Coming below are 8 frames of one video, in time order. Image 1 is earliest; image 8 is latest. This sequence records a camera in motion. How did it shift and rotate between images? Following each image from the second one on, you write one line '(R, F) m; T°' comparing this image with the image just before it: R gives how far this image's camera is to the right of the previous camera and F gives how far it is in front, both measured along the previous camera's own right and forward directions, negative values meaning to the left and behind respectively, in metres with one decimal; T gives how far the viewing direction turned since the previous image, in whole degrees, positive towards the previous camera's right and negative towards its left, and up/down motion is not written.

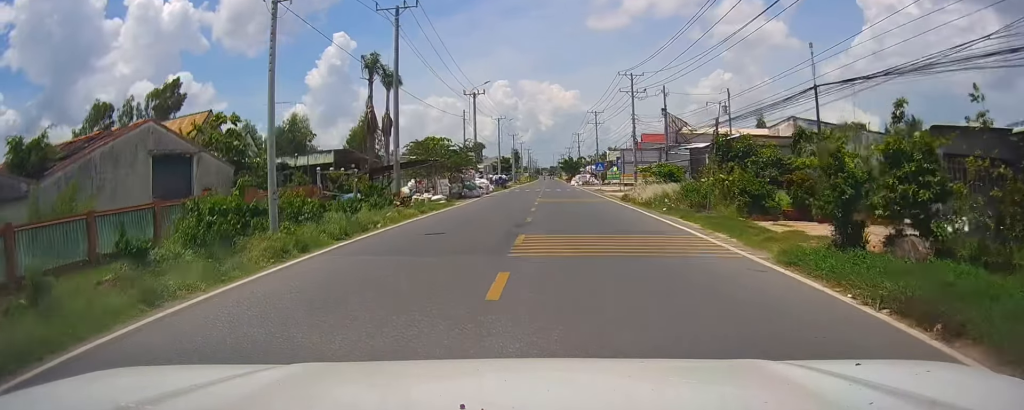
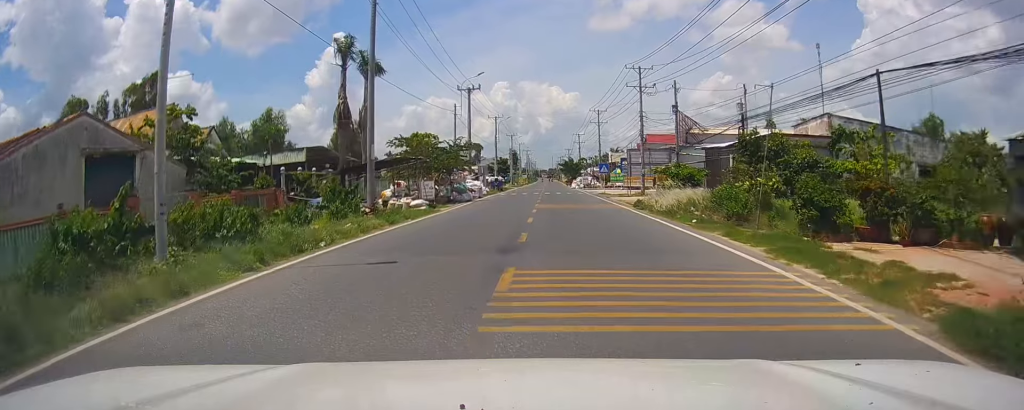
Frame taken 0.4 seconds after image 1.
(-0.1, +5.1) m; -1°
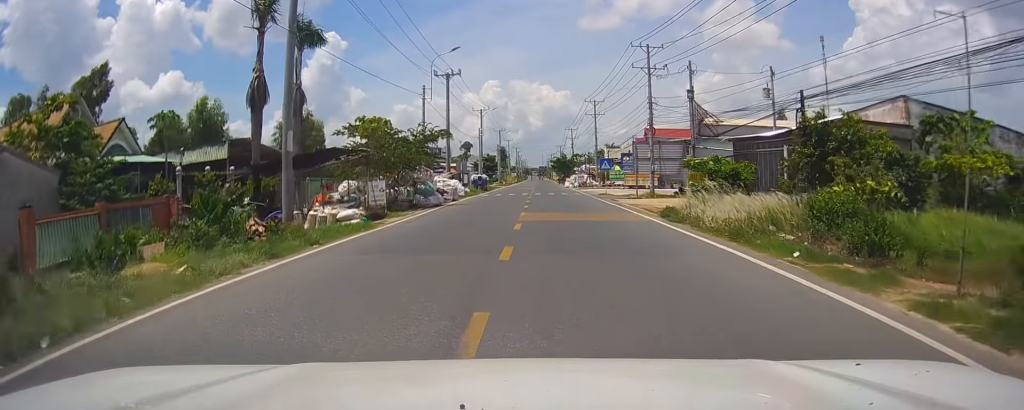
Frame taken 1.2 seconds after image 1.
(-0.2, +9.4) m; -2°
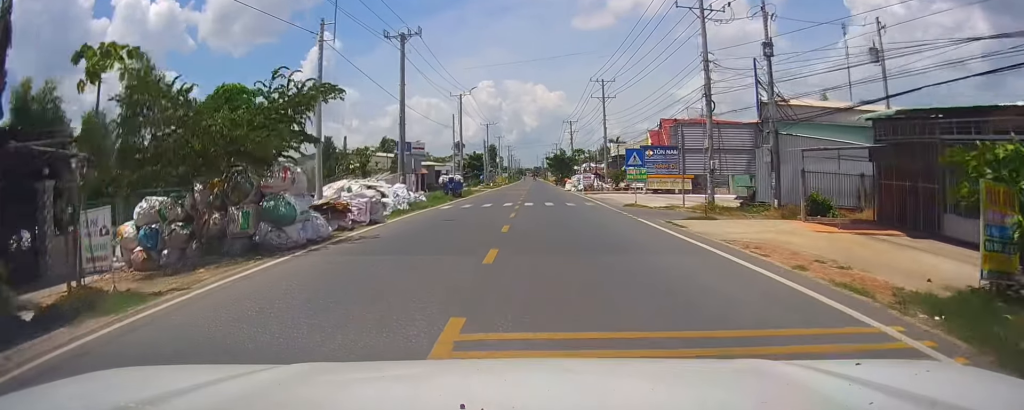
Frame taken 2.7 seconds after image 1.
(+0.4, +18.6) m; +2°
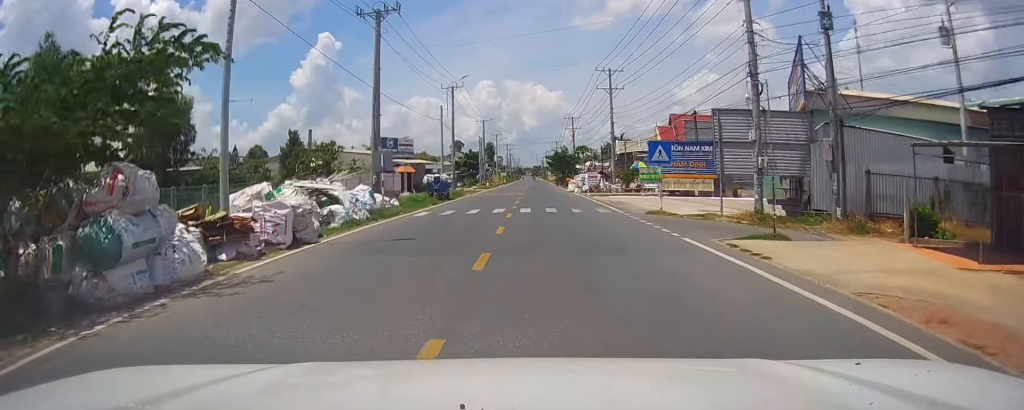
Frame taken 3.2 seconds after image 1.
(+0.2, +6.5) m; 0°
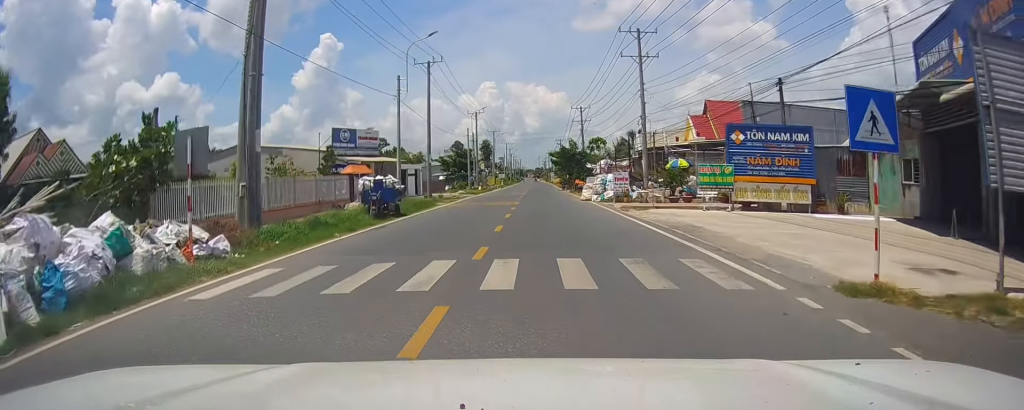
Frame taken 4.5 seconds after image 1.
(-0.3, +17.4) m; 0°
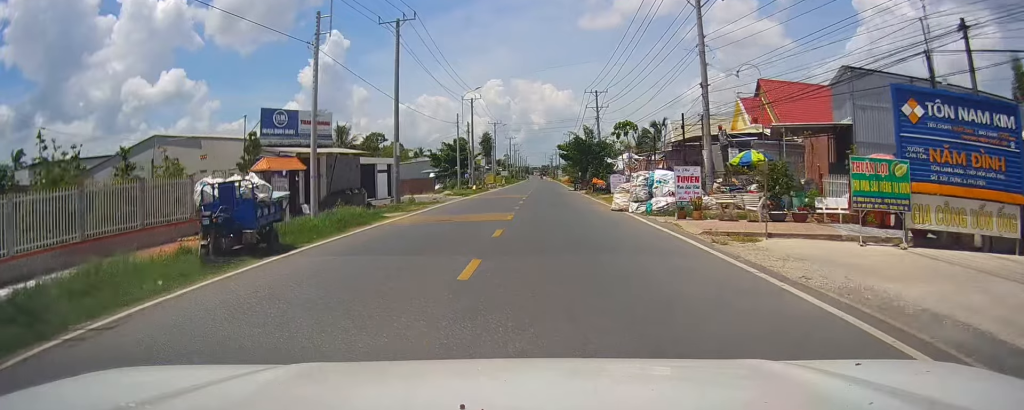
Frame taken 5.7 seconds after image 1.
(0.0, +14.6) m; 0°
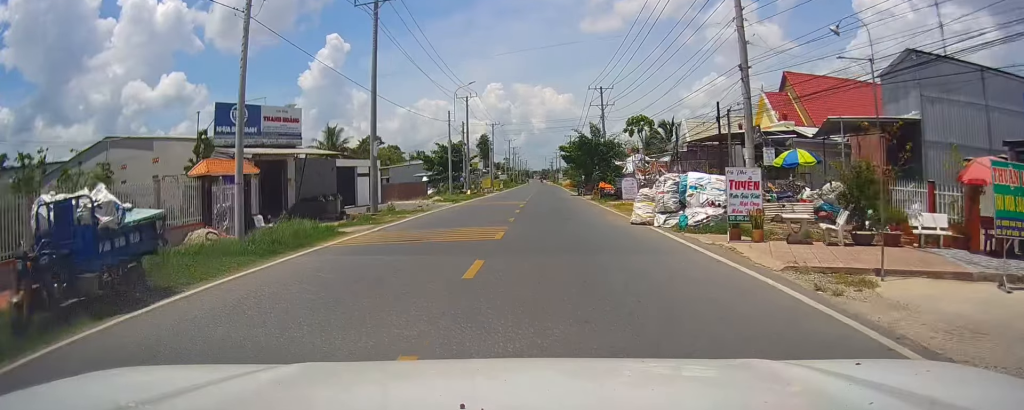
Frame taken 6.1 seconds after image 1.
(-0.2, +5.5) m; 0°
